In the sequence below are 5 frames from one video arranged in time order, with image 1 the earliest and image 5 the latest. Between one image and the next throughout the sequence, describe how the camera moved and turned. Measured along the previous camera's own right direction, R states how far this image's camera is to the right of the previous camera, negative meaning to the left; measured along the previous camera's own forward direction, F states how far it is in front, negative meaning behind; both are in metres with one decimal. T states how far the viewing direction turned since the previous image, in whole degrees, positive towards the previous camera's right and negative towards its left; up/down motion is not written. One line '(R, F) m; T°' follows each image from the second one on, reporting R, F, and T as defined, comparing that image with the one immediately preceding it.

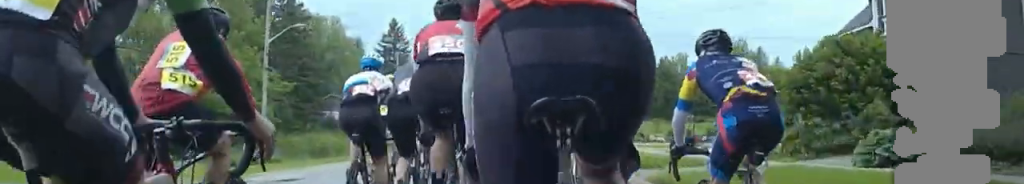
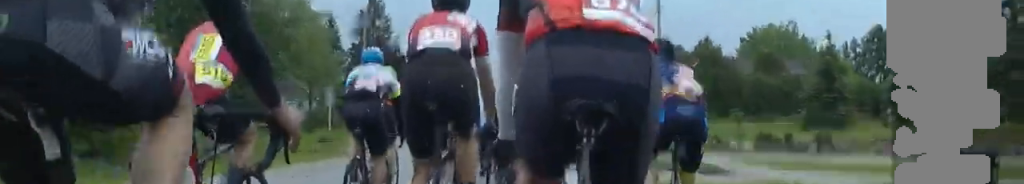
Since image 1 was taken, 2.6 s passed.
(-0.7, +20.1) m; -4°
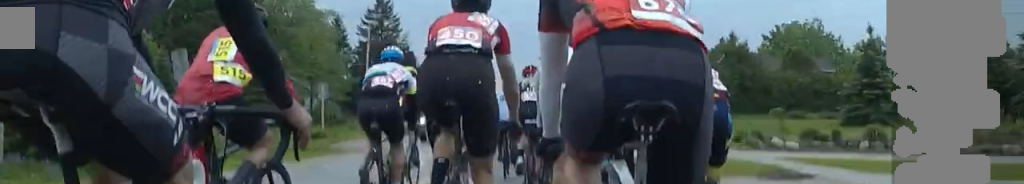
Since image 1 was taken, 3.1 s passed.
(-0.3, +3.9) m; +3°
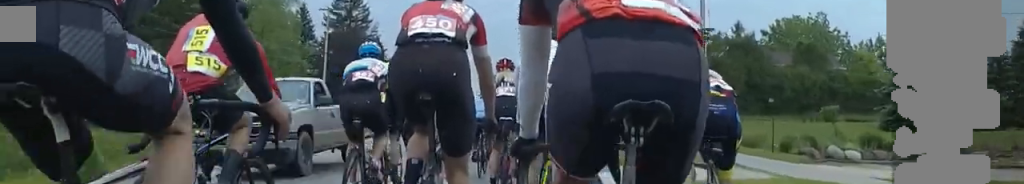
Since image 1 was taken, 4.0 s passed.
(+1.1, +7.5) m; 0°
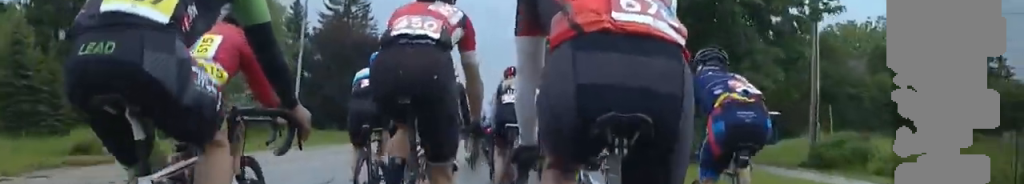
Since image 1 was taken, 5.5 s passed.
(-0.6, +11.6) m; +1°
